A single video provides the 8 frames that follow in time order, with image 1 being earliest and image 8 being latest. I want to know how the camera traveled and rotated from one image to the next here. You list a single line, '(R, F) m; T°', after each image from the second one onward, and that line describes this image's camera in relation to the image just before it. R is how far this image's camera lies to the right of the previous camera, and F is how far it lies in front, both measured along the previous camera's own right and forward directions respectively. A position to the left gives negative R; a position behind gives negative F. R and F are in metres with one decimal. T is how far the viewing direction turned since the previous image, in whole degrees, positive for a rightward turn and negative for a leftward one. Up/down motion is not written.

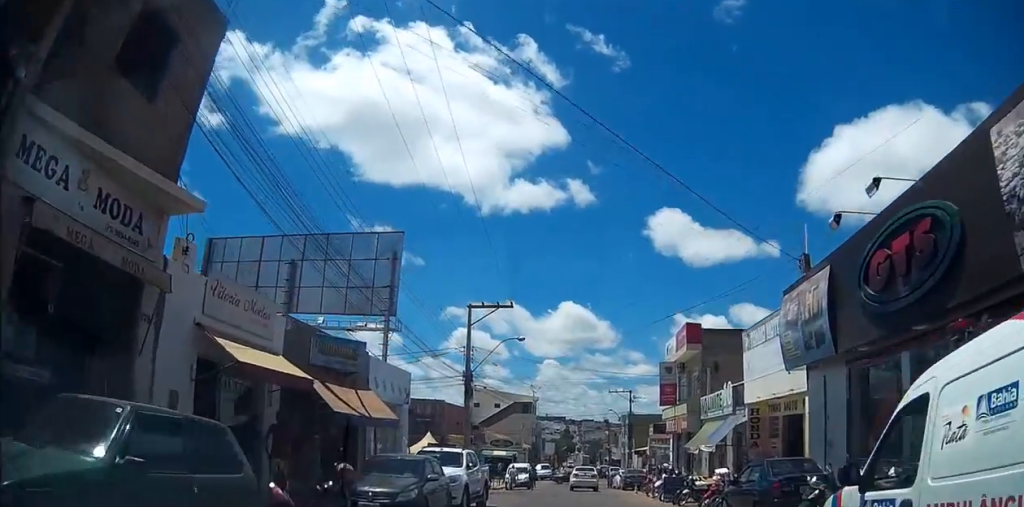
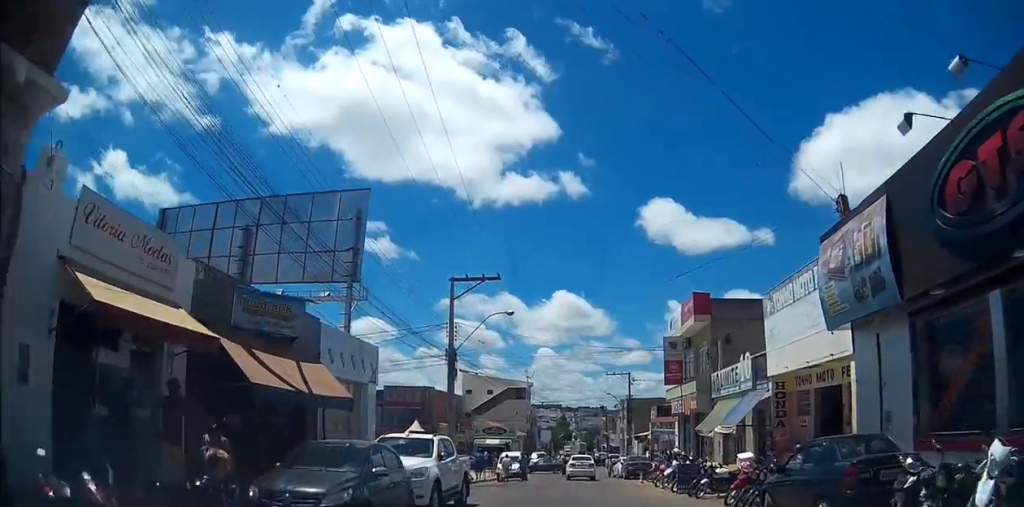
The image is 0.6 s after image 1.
(0.0, +3.5) m; -3°
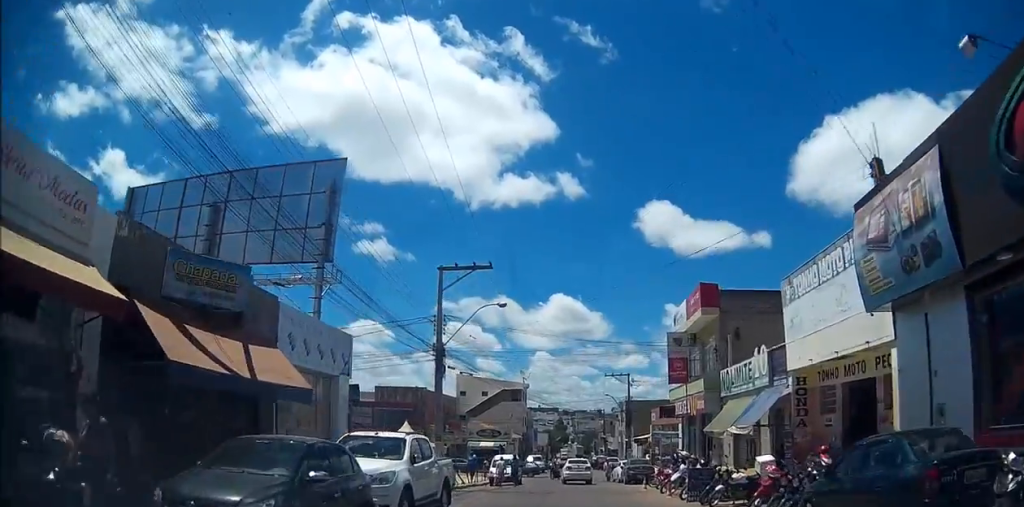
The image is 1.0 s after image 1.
(-0.1, +2.3) m; -3°
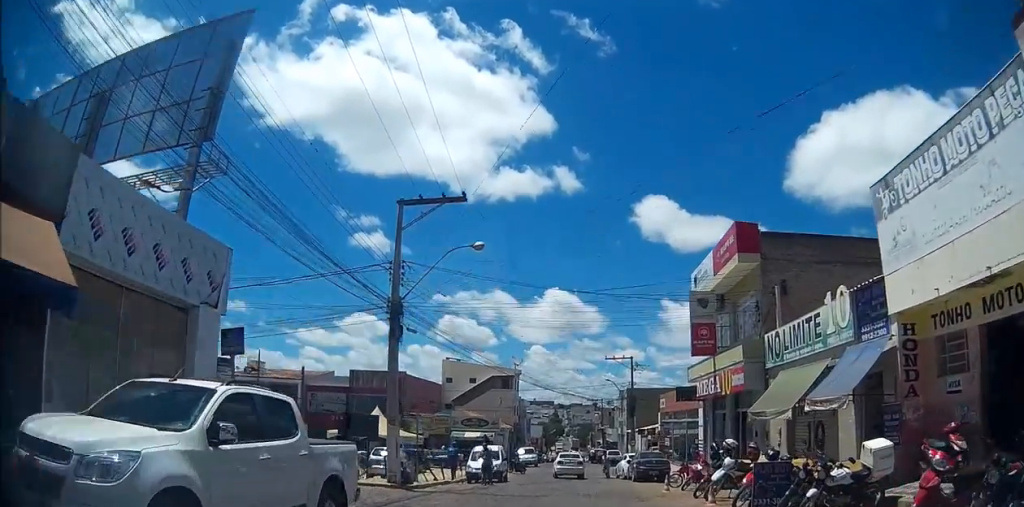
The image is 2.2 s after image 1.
(-0.5, +6.5) m; -2°
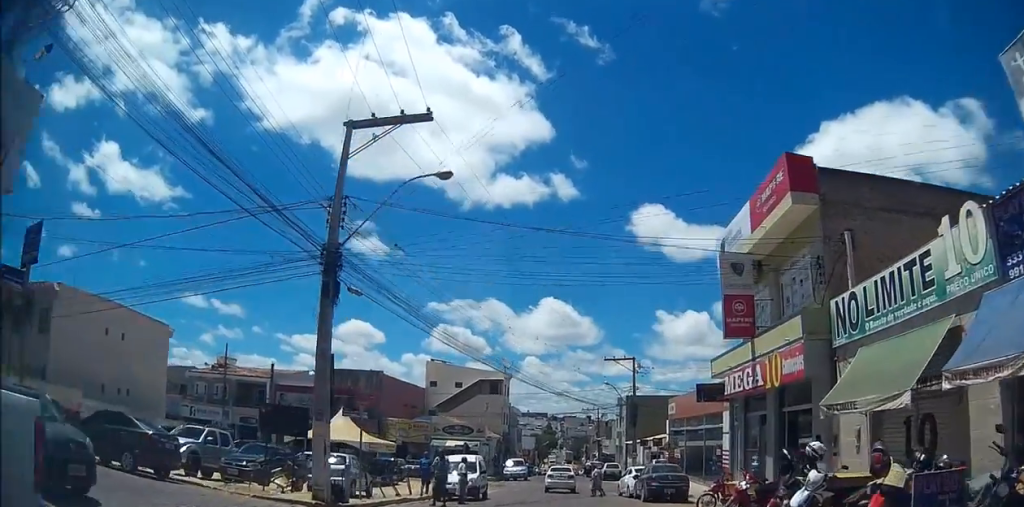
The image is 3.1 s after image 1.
(+0.3, +5.3) m; +3°
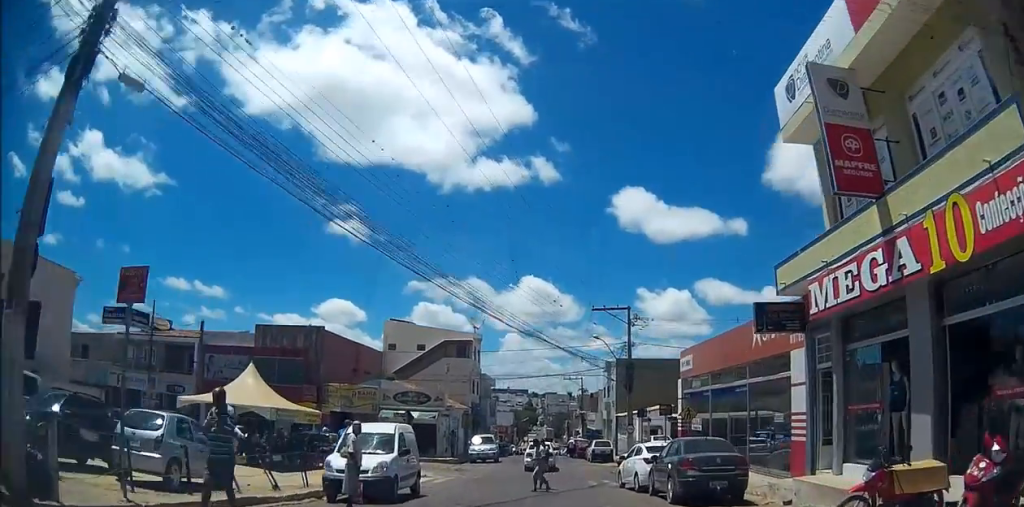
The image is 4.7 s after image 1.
(+0.3, +9.7) m; +3°
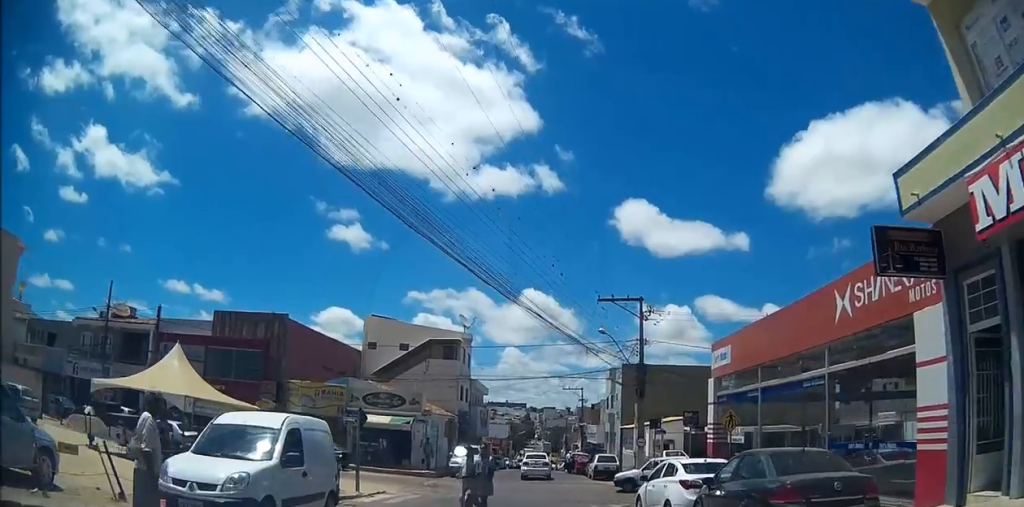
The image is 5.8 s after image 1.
(+0.1, +7.5) m; 0°
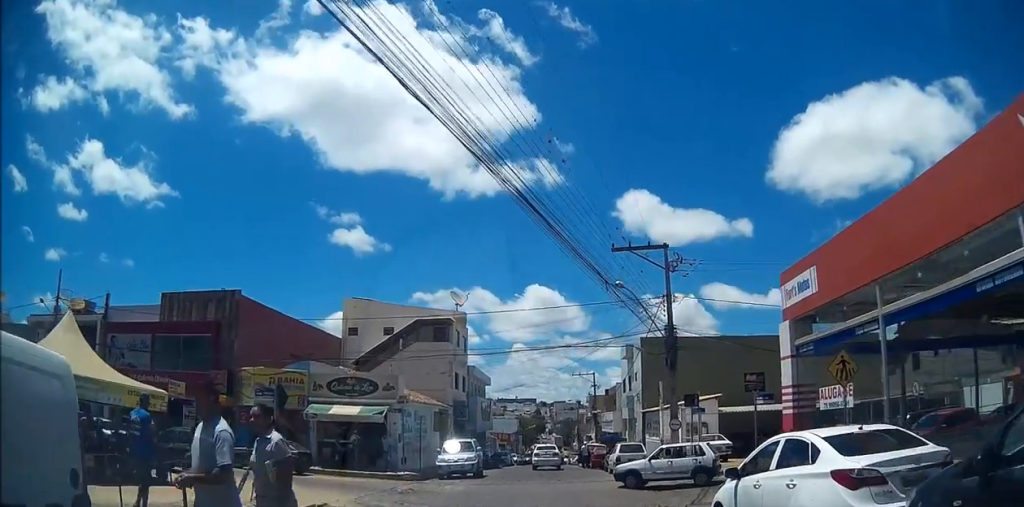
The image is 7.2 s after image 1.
(0.0, +6.1) m; -1°
